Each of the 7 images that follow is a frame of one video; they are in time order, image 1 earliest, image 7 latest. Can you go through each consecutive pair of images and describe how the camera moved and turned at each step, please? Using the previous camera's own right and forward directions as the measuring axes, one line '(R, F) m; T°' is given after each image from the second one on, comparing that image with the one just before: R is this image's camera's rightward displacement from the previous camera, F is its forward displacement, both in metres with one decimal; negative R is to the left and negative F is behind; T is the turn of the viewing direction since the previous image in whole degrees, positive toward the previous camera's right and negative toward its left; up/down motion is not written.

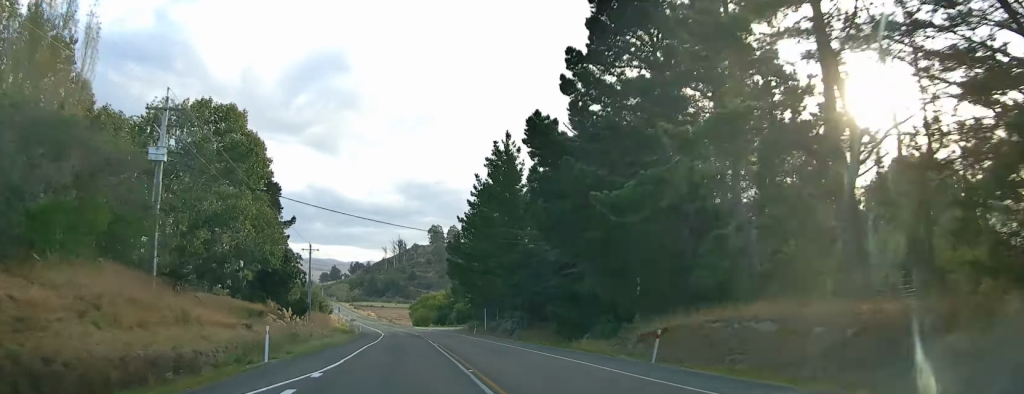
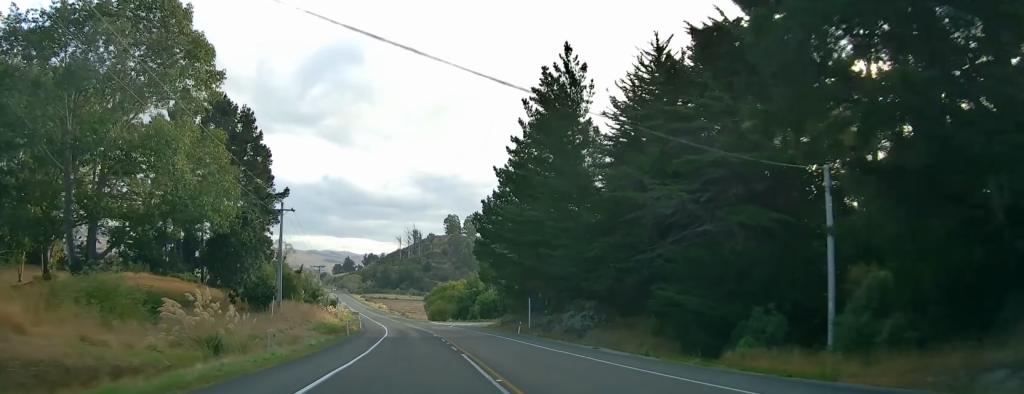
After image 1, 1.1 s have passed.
(-0.1, +23.4) m; 0°
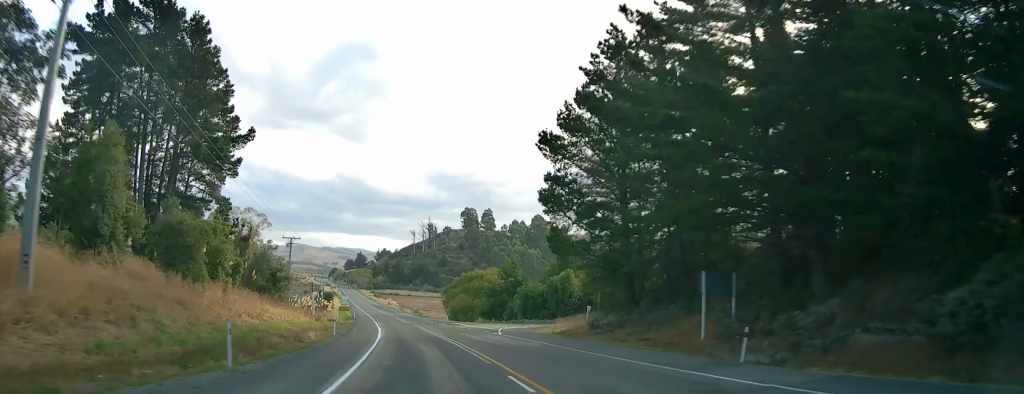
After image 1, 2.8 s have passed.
(+0.2, +35.4) m; -1°
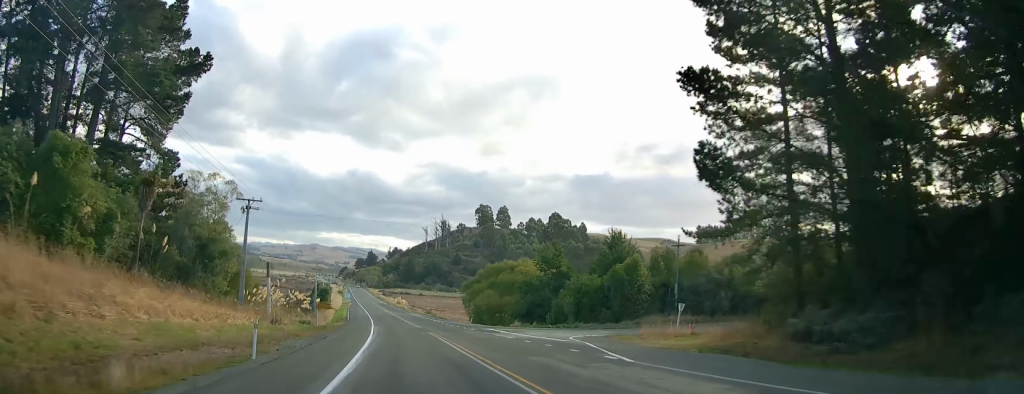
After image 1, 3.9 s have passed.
(-0.8, +23.2) m; -3°
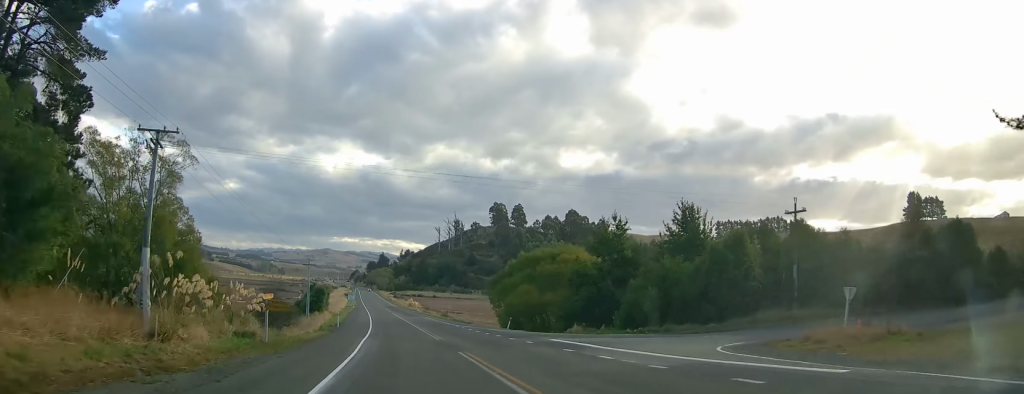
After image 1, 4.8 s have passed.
(-0.4, +19.8) m; -1°
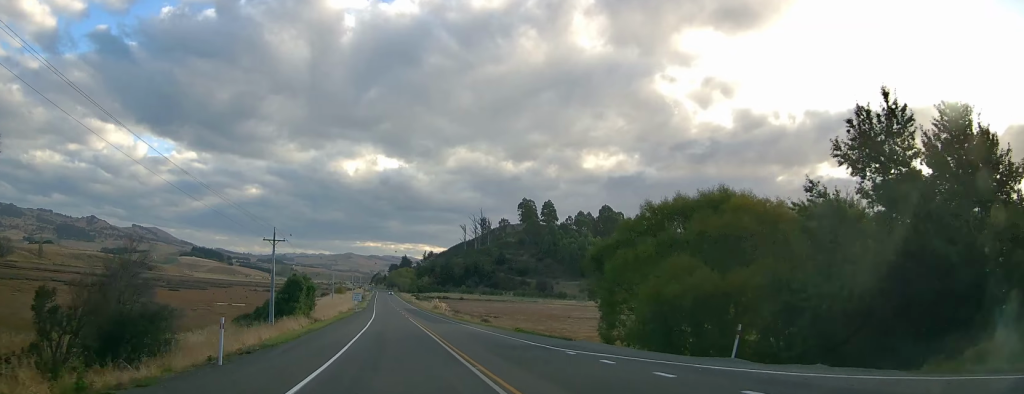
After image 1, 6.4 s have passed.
(0.0, +34.9) m; +1°
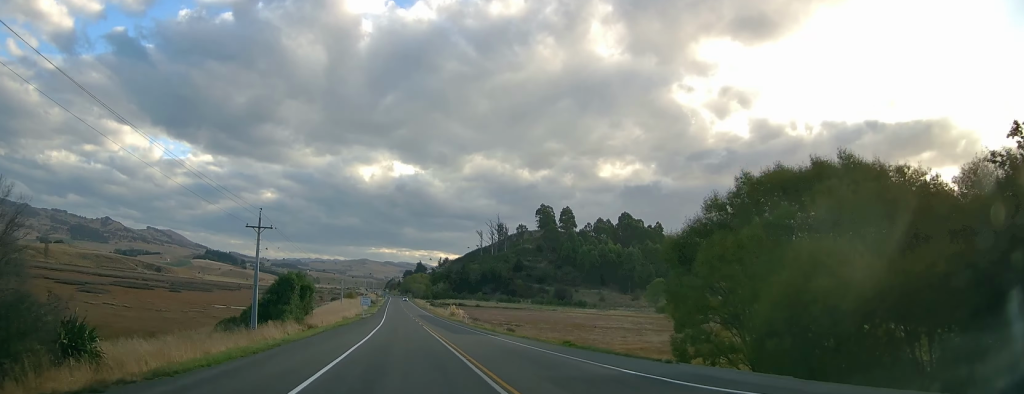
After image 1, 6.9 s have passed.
(+0.2, +10.8) m; -2°
